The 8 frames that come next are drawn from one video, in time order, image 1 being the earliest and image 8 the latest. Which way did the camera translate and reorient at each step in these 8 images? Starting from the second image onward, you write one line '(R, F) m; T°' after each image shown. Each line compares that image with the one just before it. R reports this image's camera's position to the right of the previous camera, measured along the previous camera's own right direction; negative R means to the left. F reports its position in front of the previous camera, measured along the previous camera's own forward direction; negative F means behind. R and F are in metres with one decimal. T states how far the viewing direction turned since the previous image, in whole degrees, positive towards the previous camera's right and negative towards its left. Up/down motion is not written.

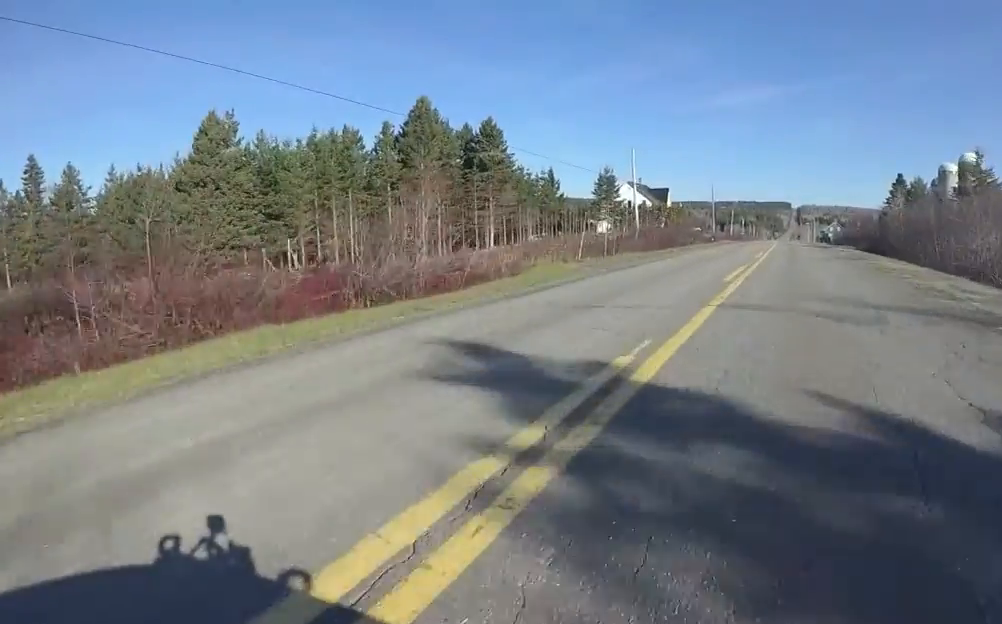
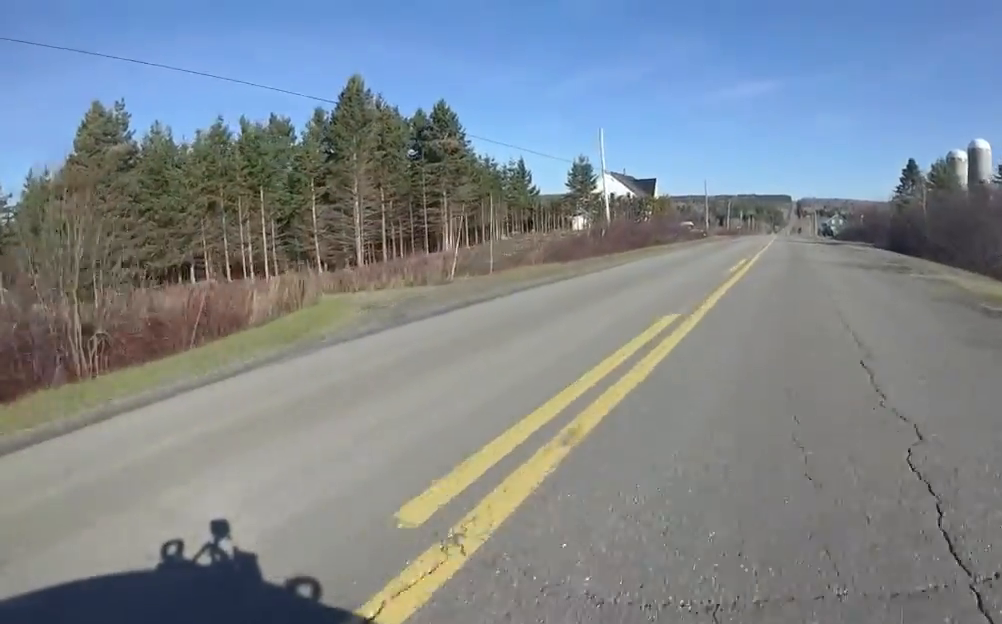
(+0.4, +9.7) m; -1°
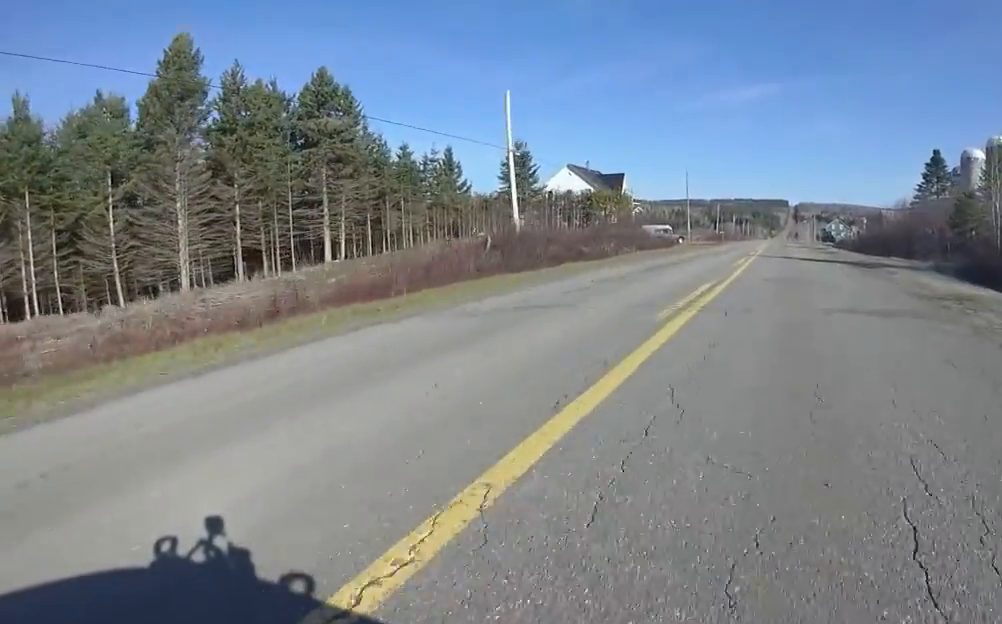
(-0.4, +16.7) m; +2°
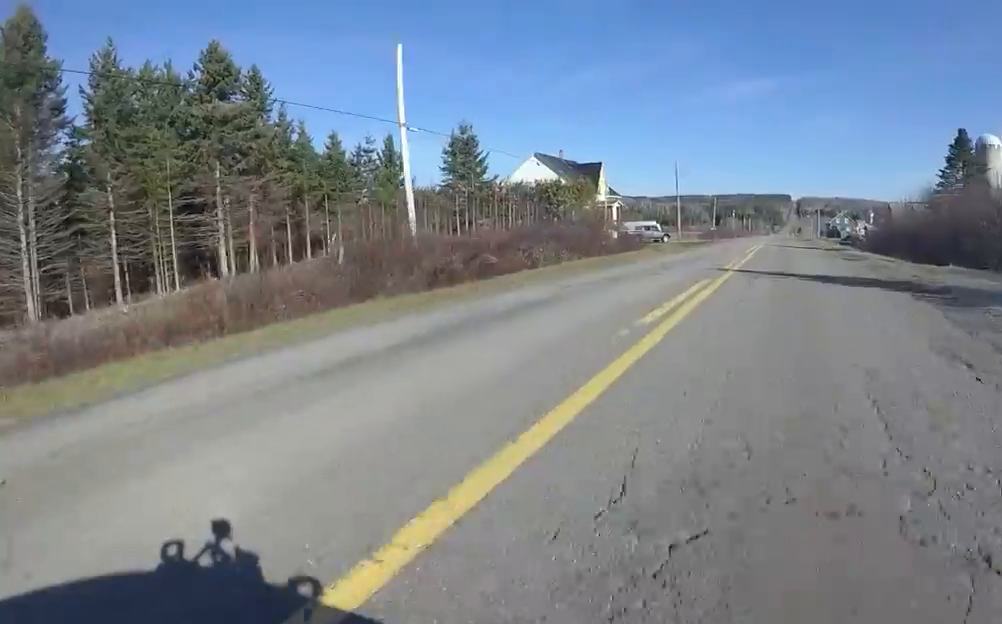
(+0.2, +10.2) m; +1°
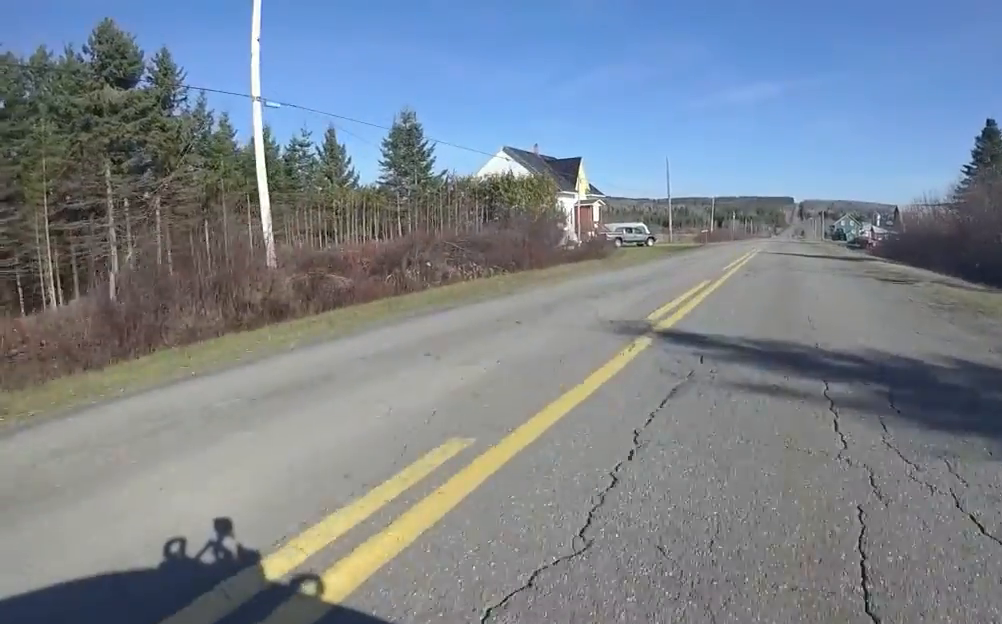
(0.0, +7.9) m; -4°
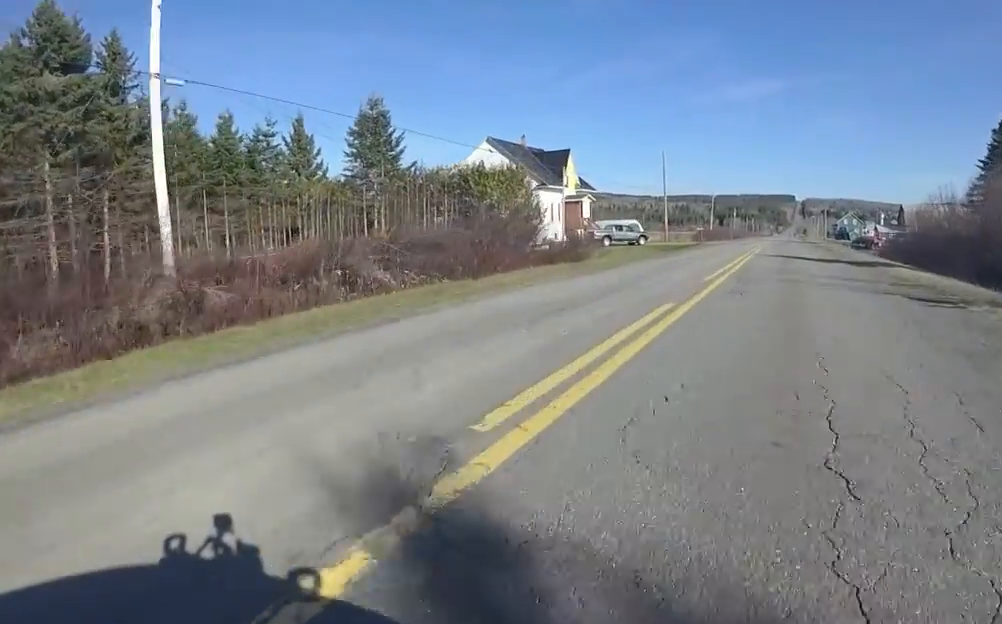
(-0.2, +3.6) m; -1°
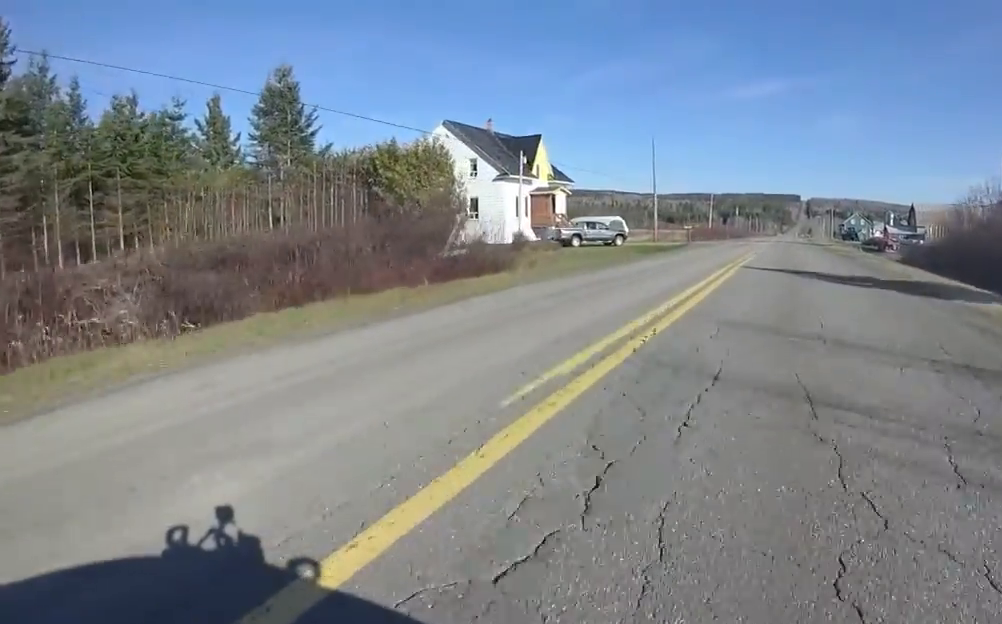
(-0.3, +7.7) m; 0°
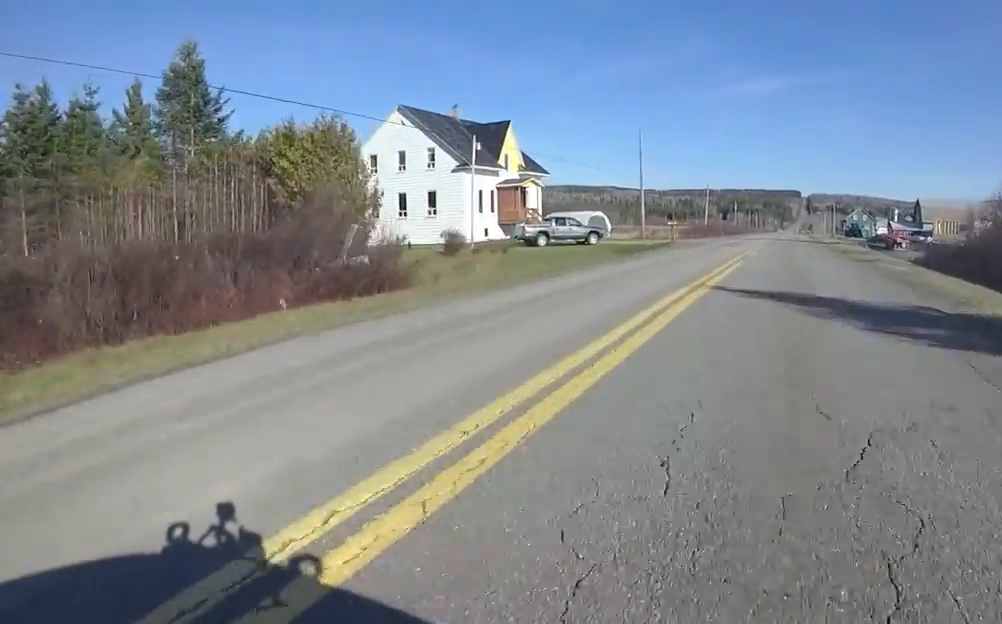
(+0.5, +5.5) m; 0°
